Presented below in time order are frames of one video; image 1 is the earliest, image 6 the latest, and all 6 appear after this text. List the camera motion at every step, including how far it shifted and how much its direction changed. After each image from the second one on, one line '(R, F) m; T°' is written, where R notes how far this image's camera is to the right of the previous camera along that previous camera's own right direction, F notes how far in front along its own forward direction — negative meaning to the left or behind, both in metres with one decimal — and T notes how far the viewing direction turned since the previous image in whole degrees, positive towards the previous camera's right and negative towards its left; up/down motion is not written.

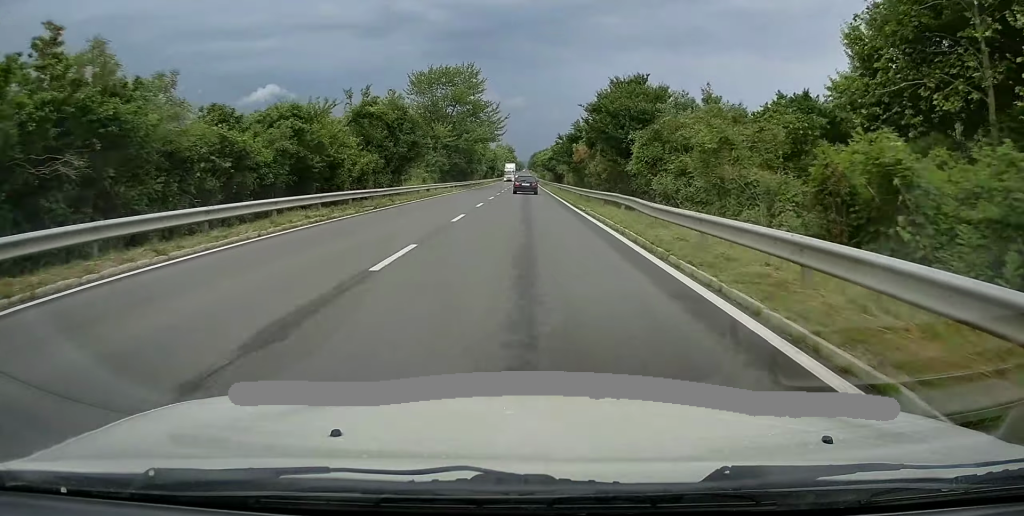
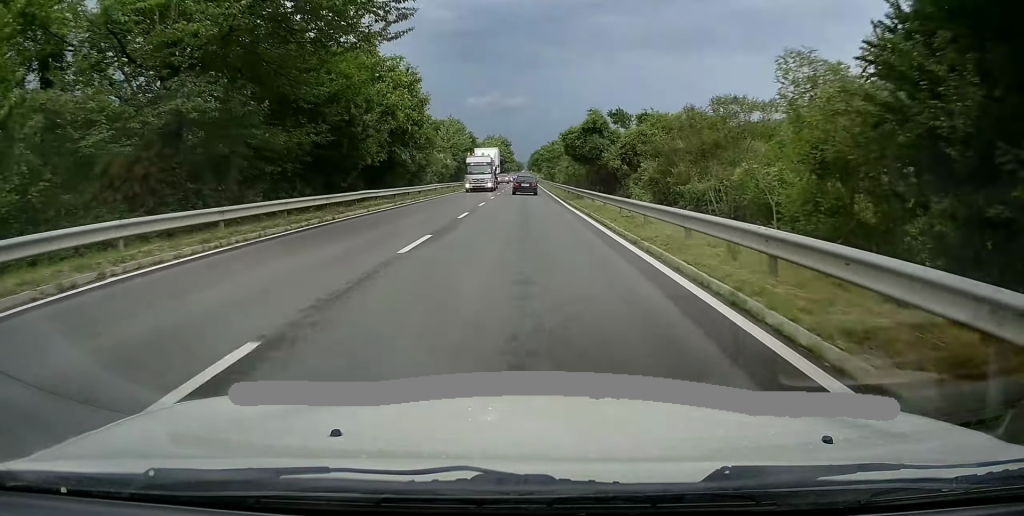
(+0.4, +50.8) m; 0°
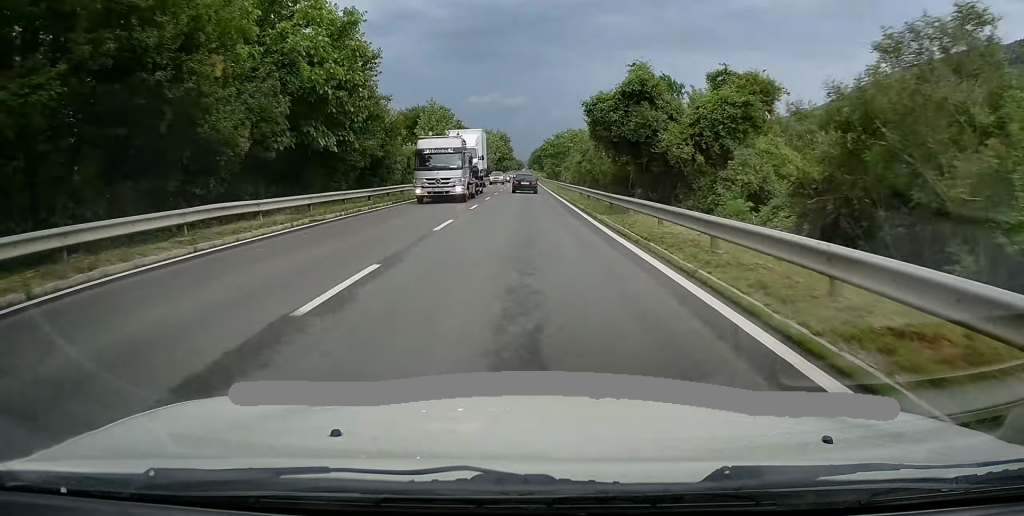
(0.0, +13.6) m; 0°
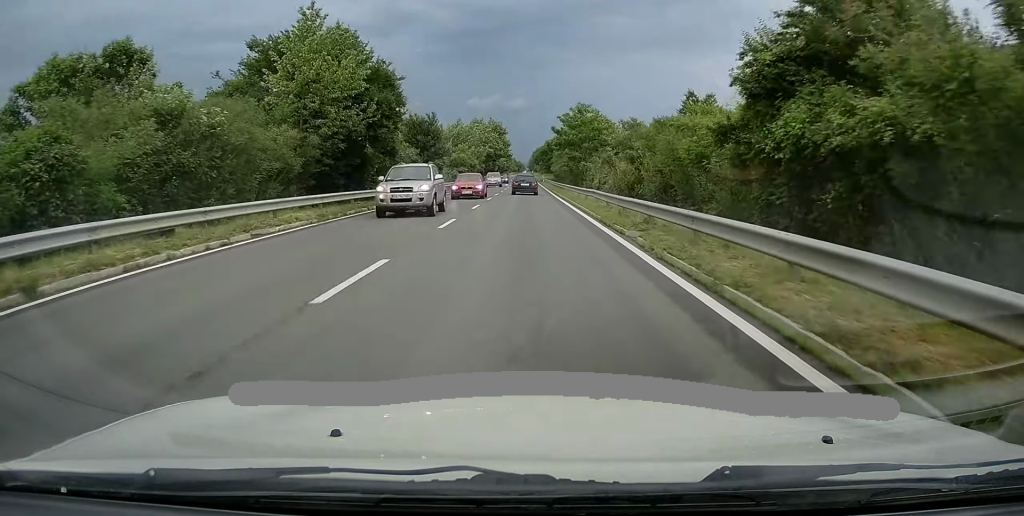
(-0.2, +34.9) m; +1°
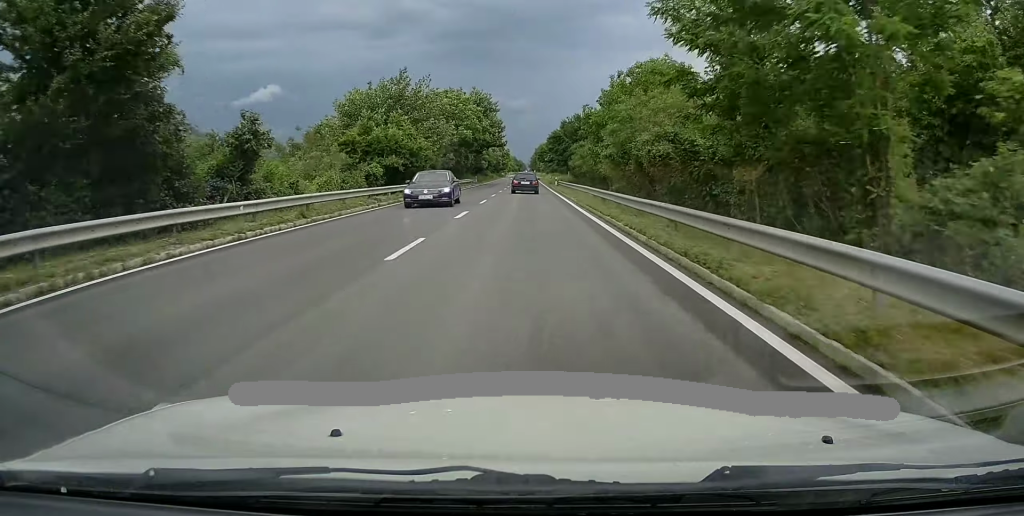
(+0.3, +41.6) m; 0°
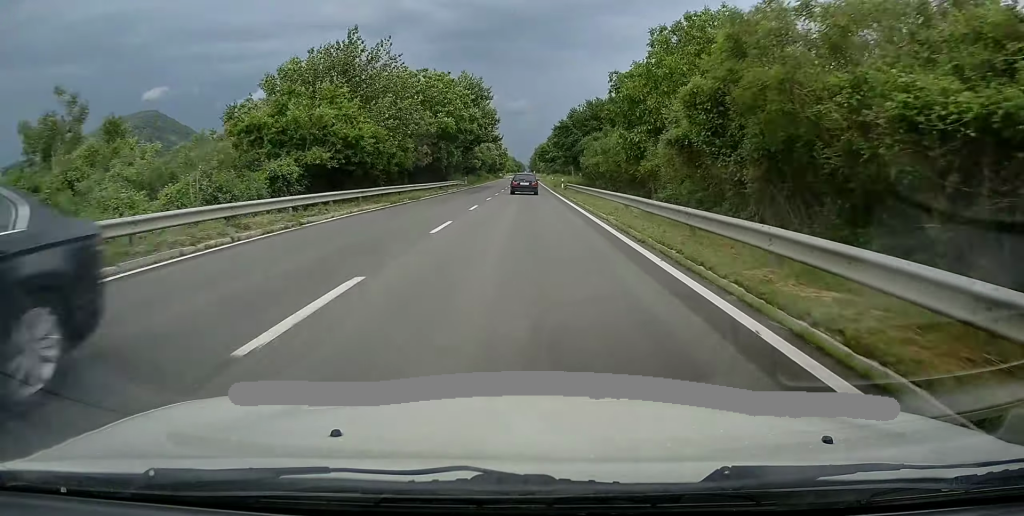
(-0.3, +13.4) m; 0°
